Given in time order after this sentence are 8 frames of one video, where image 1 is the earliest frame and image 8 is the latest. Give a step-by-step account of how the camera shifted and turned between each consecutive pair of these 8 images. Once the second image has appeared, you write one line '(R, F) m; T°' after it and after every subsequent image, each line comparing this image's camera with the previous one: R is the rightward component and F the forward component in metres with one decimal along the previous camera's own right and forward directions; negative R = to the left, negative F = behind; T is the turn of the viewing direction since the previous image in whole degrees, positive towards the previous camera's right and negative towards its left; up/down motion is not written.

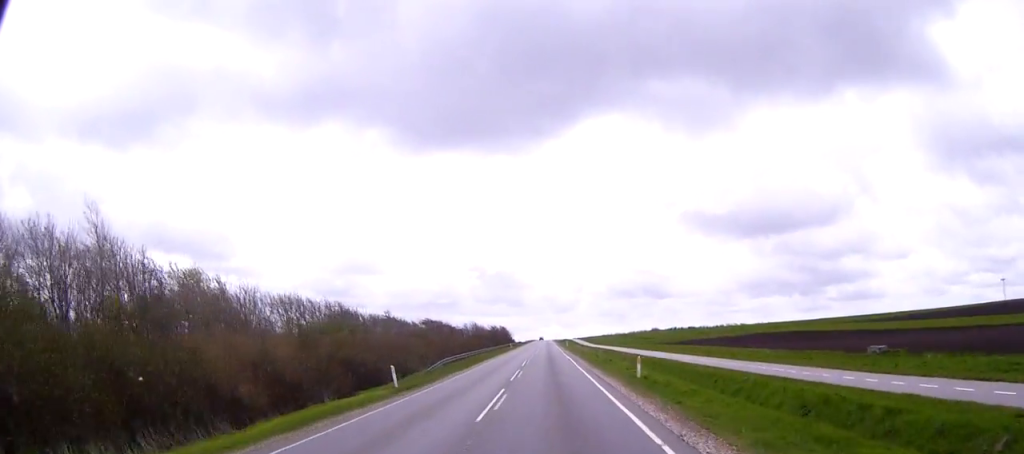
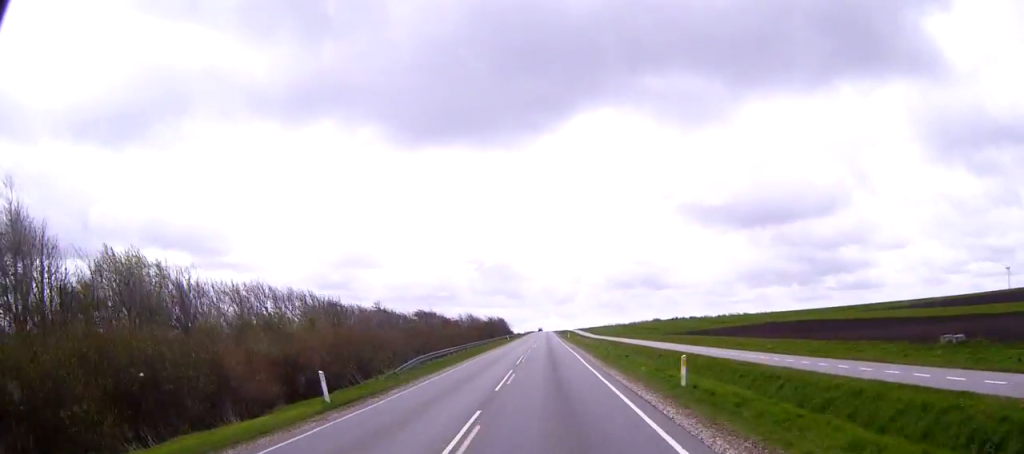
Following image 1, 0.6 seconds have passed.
(0.0, +9.5) m; 0°
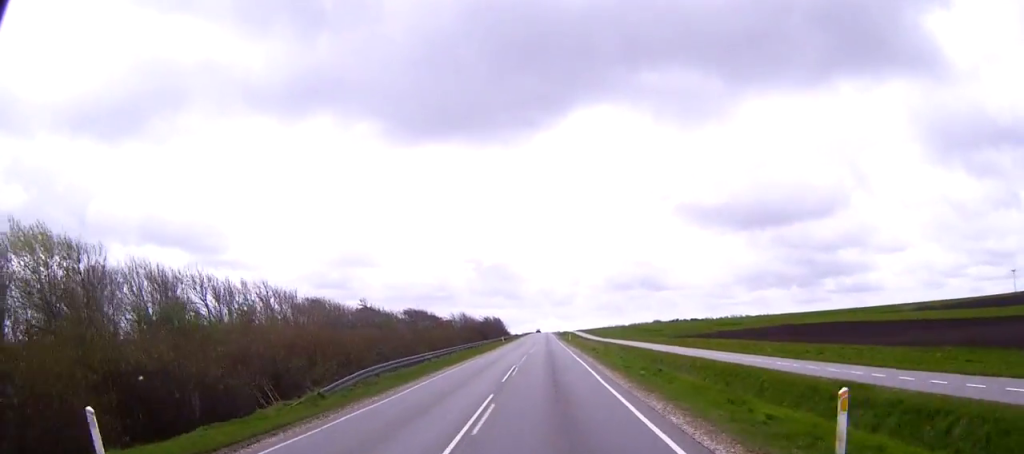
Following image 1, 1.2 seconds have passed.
(+0.1, +11.2) m; 0°
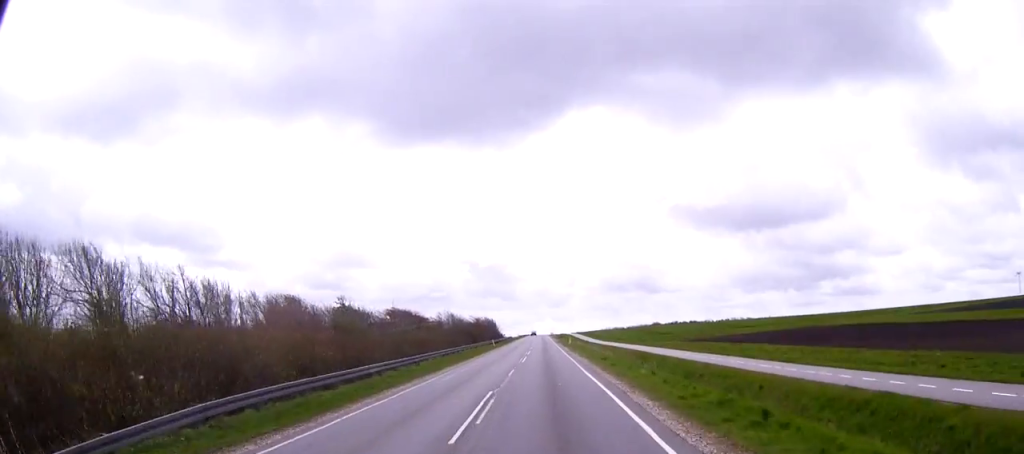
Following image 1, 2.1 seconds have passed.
(0.0, +14.1) m; 0°
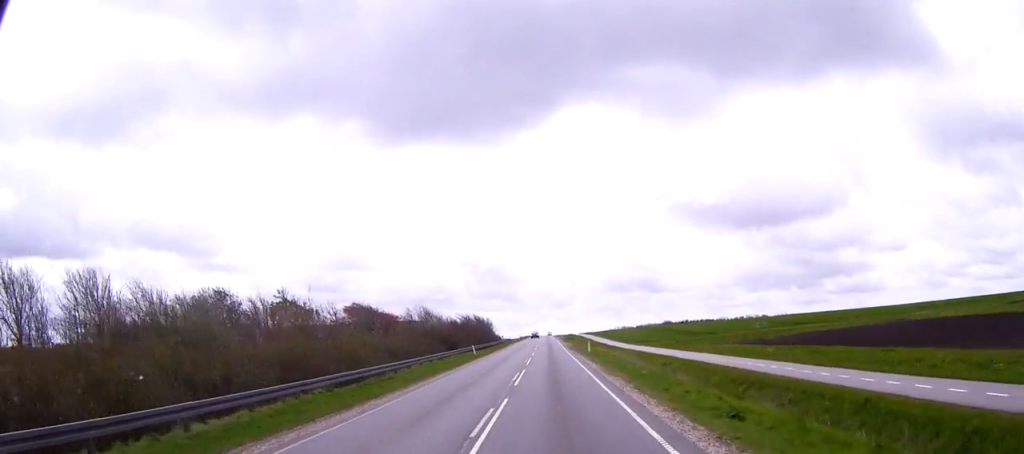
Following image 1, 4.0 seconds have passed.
(0.0, +31.9) m; 0°
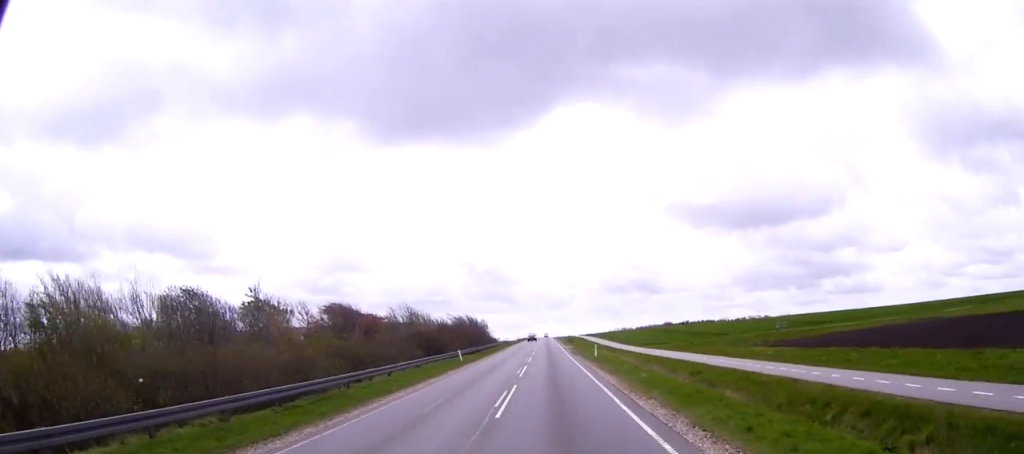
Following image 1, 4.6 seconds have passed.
(0.0, +9.4) m; 0°
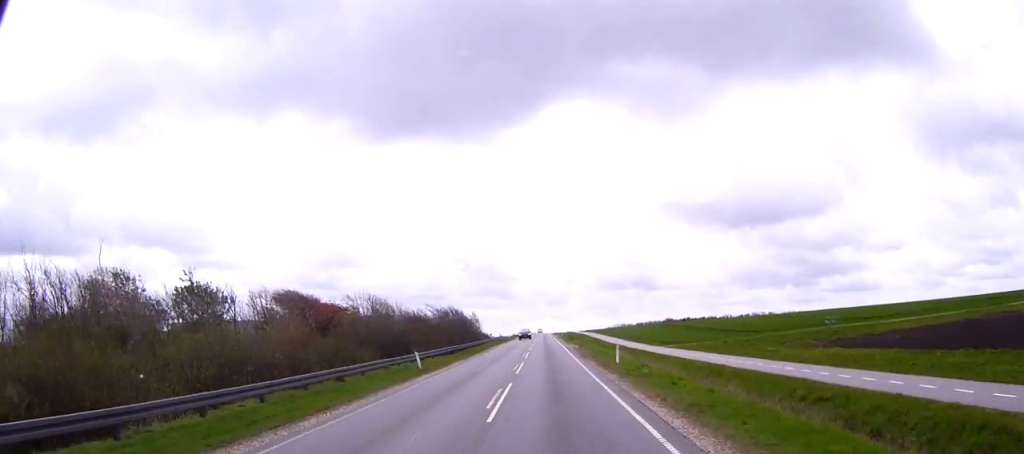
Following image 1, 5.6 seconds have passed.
(0.0, +17.1) m; 0°
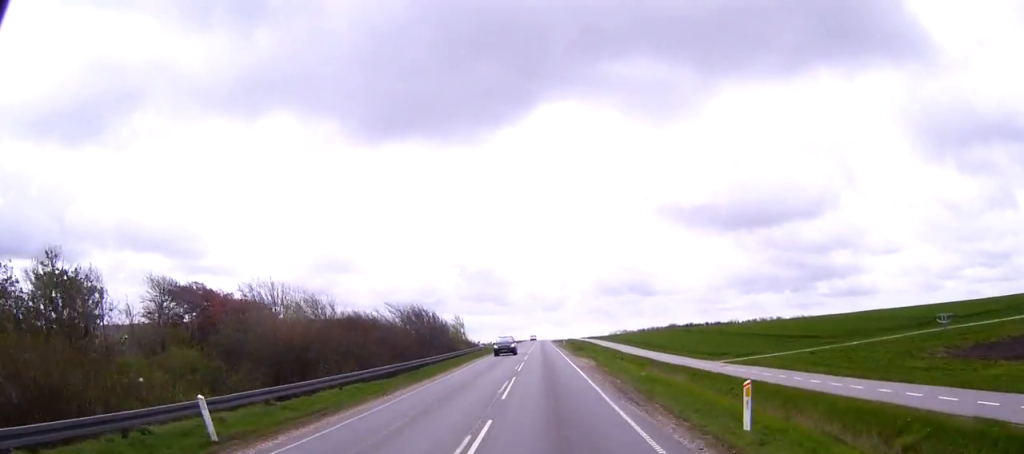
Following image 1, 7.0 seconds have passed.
(+0.2, +22.2) m; +1°
